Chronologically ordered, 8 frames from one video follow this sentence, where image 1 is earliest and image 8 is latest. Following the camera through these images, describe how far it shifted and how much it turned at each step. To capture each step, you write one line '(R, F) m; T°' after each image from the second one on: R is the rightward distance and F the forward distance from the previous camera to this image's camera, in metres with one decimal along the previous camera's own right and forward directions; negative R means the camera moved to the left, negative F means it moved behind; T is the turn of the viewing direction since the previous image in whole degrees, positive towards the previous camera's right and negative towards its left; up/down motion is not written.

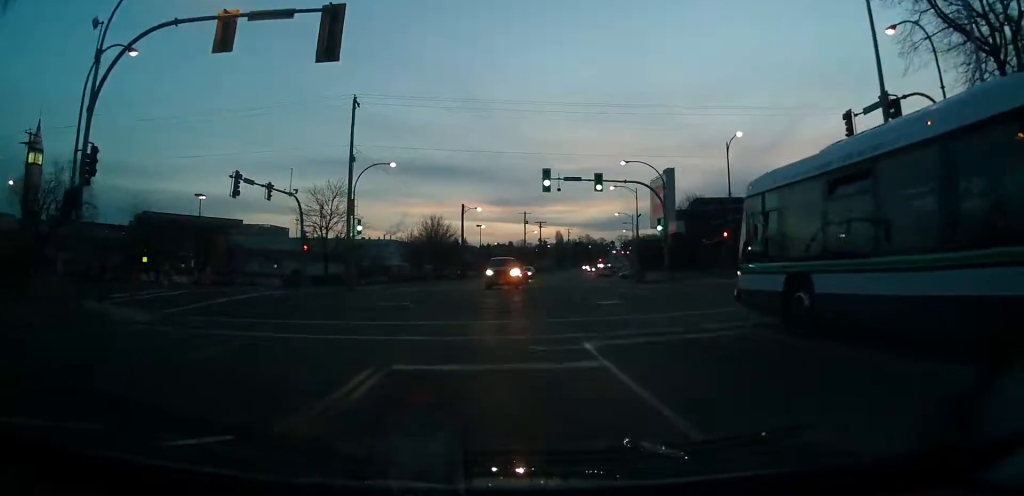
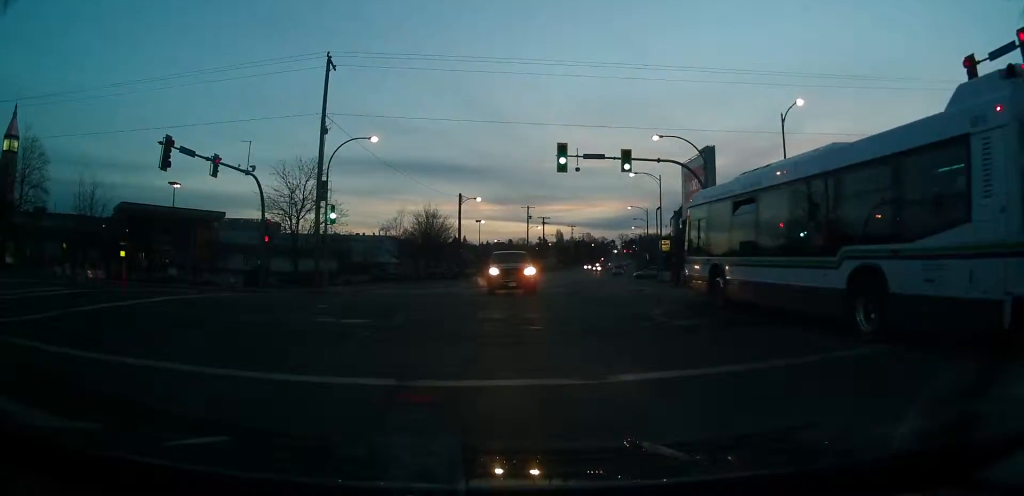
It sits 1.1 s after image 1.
(-0.4, +8.9) m; -3°
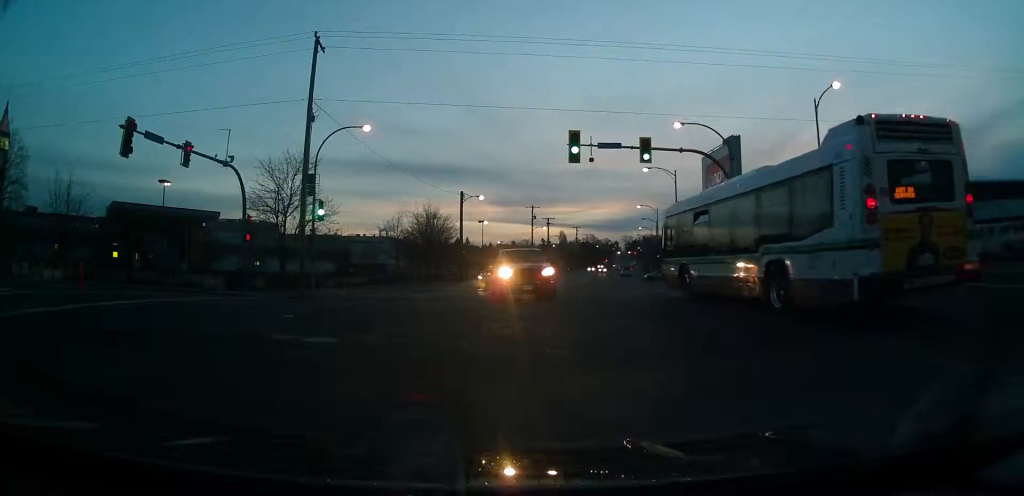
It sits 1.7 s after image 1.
(-0.1, +3.6) m; +1°
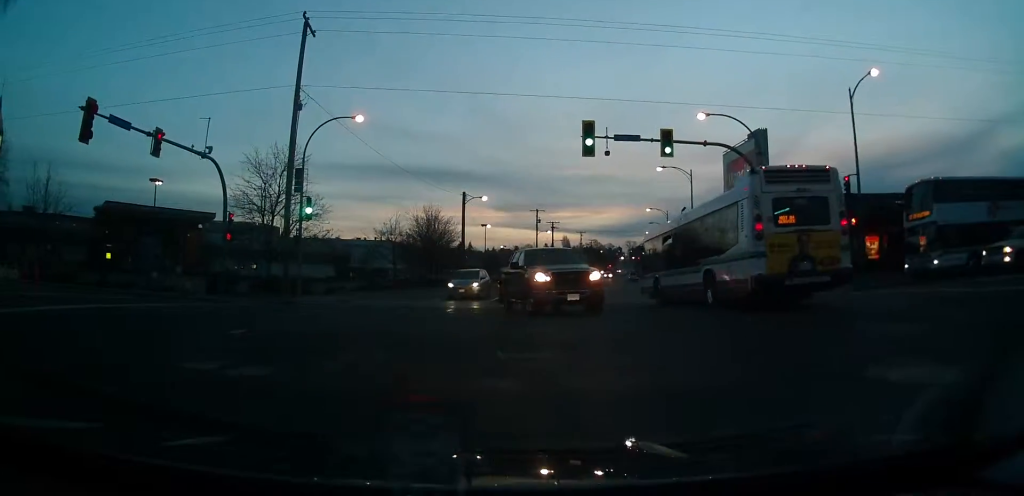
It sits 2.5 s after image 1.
(+0.1, +3.3) m; 0°
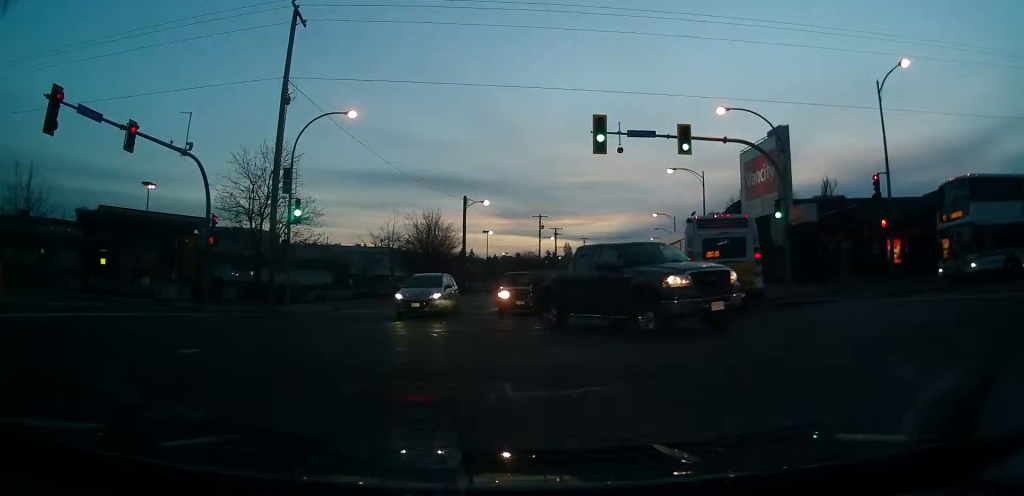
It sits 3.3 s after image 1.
(+0.1, +2.6) m; -3°
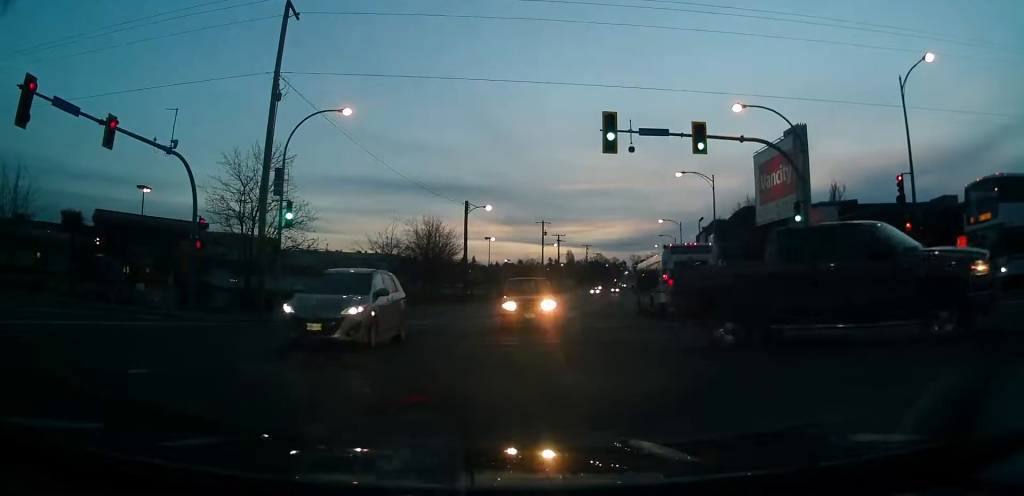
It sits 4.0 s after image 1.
(-0.3, +1.7) m; -3°
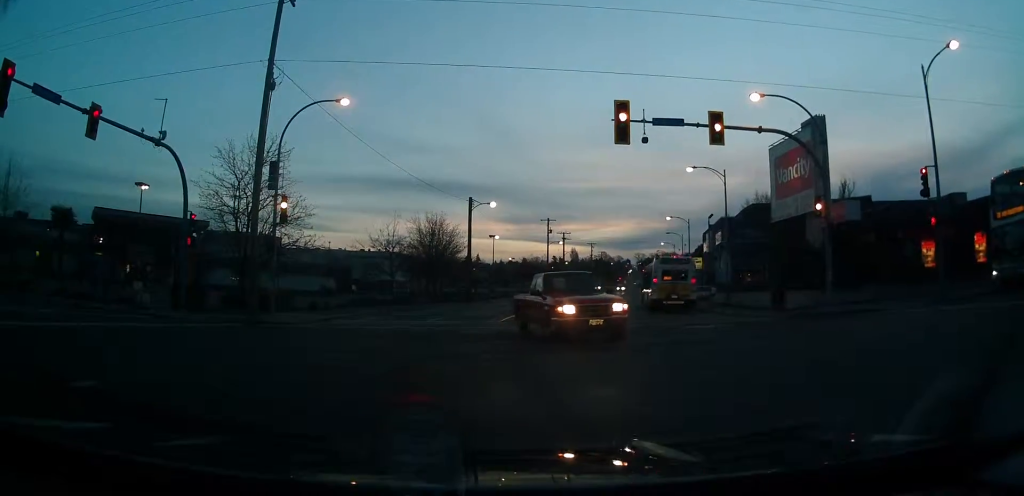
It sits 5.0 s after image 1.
(+0.3, +1.2) m; 0°
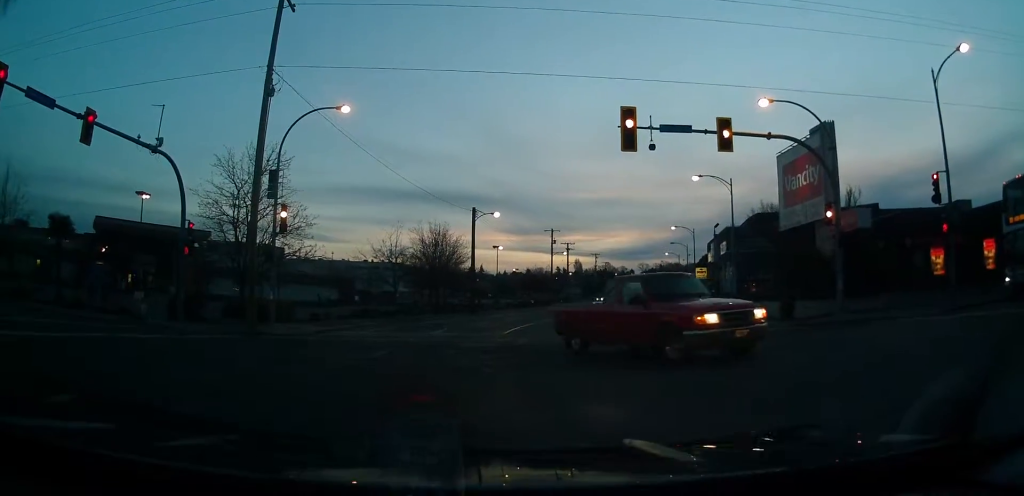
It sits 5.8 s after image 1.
(+0.6, +0.4) m; -1°
